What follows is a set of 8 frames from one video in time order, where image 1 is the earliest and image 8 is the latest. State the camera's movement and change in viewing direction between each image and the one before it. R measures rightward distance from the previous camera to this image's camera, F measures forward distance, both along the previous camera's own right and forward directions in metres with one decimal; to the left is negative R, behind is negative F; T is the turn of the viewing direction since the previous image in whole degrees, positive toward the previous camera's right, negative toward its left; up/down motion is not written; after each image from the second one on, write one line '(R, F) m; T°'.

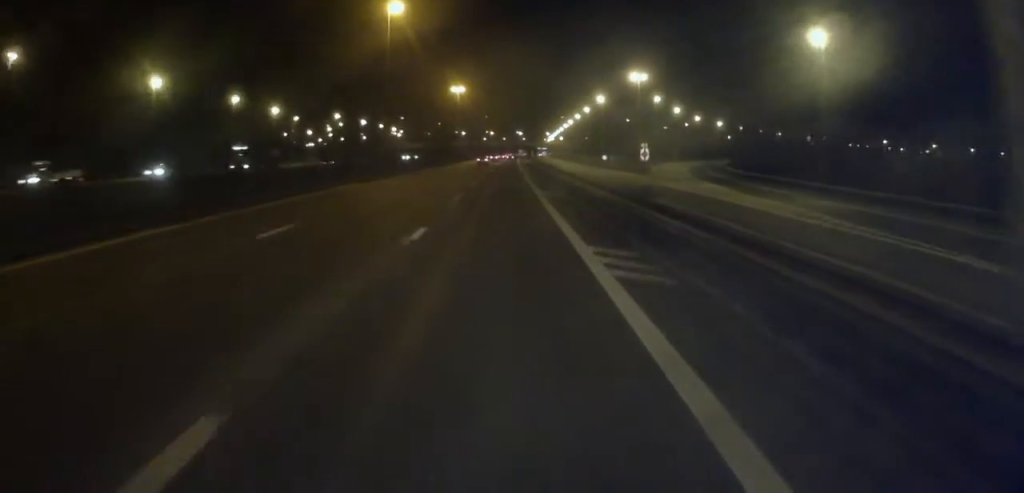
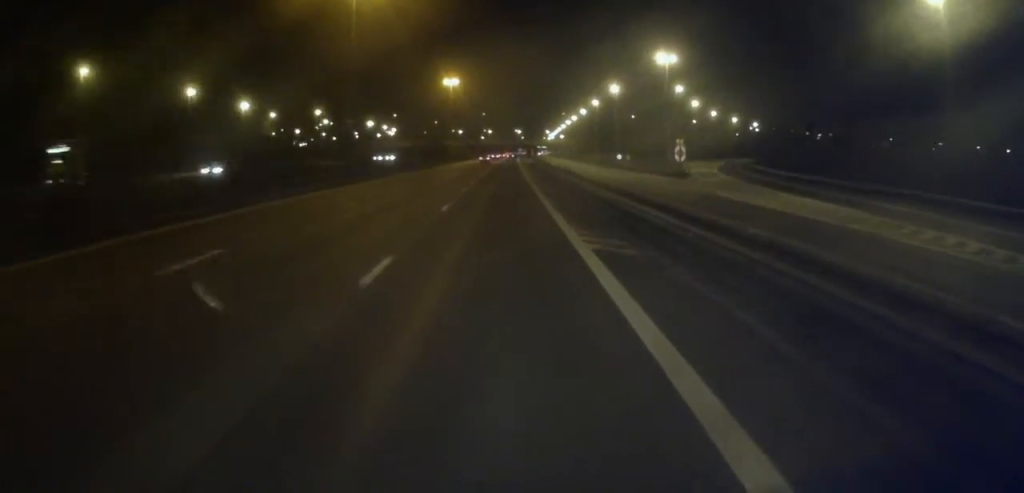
(-0.3, +17.2) m; 0°
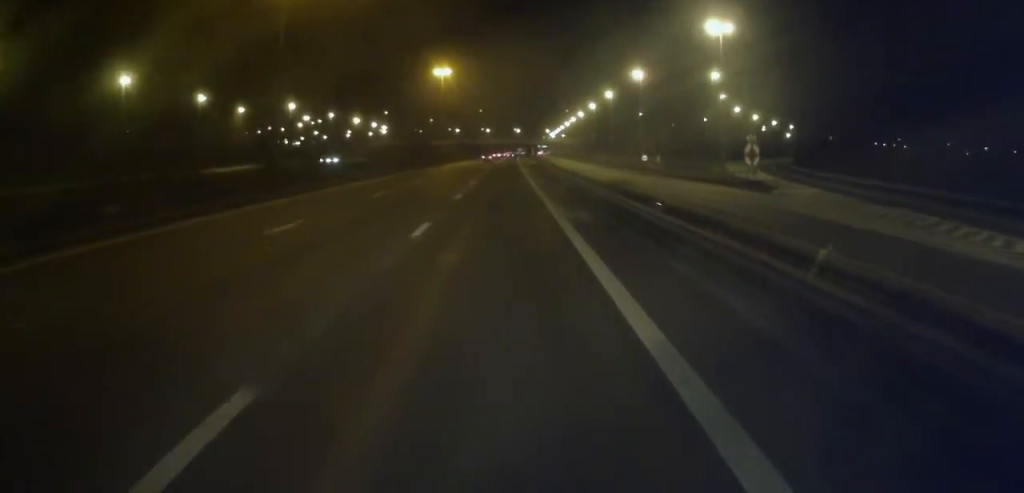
(+0.4, +19.4) m; +1°
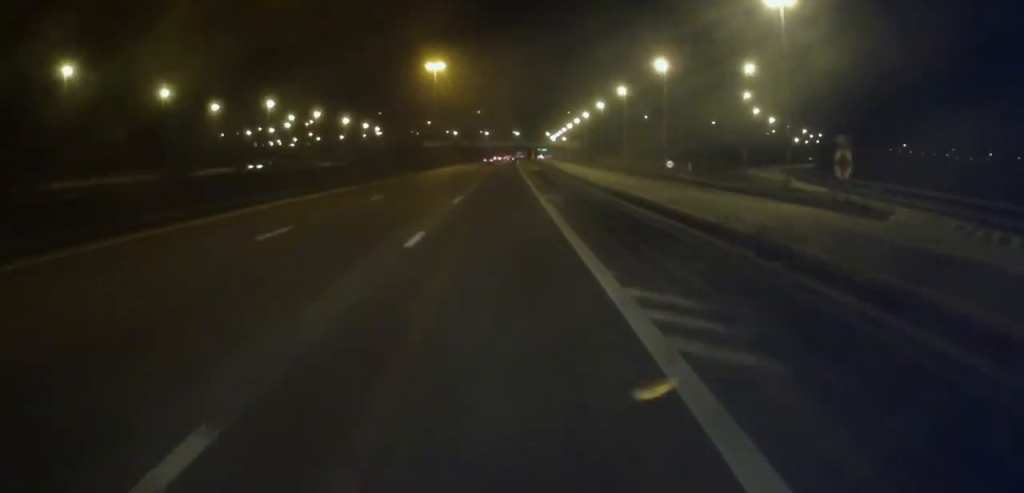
(0.0, +13.2) m; -1°
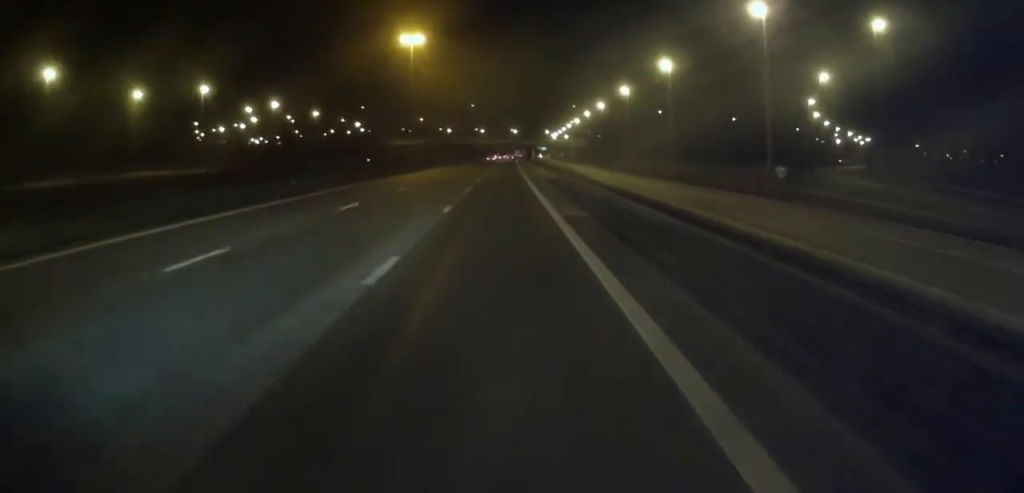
(-0.4, +29.6) m; 0°
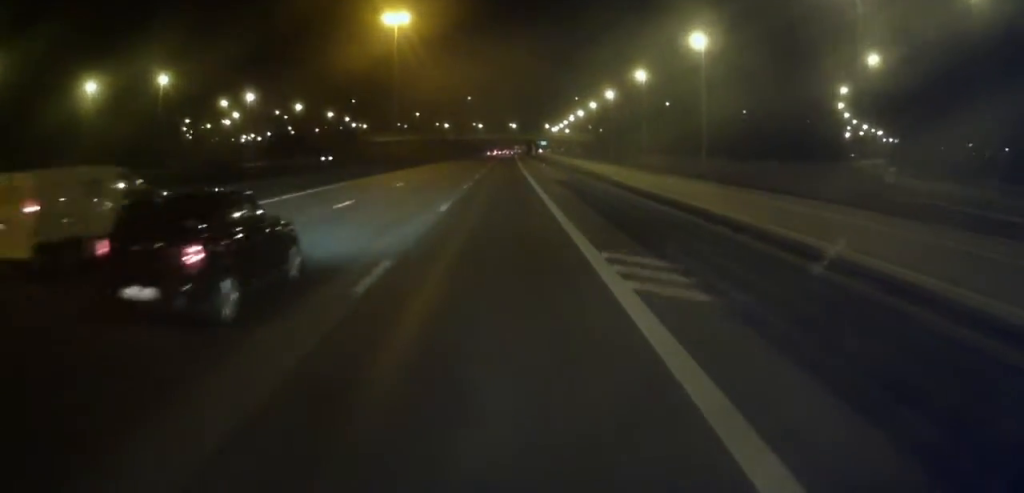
(+0.1, +13.2) m; 0°
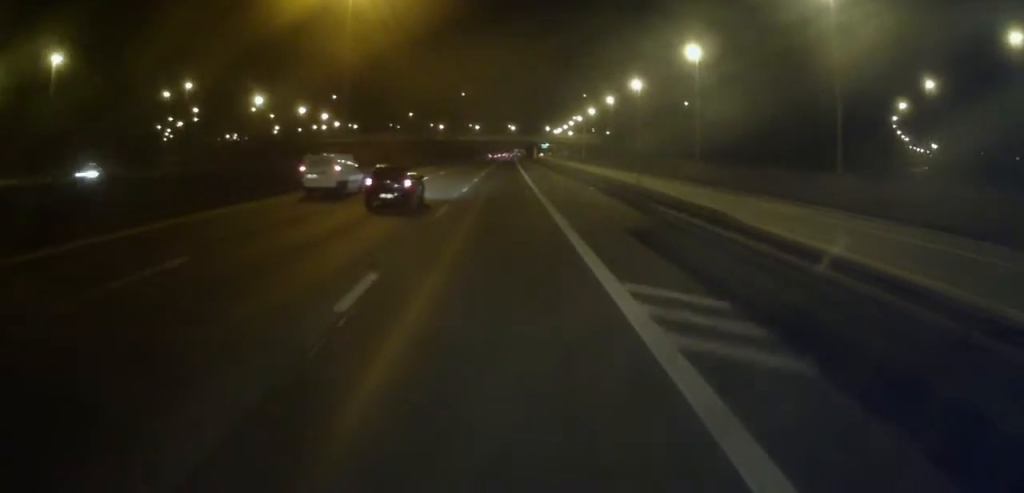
(+0.4, +25.6) m; +1°
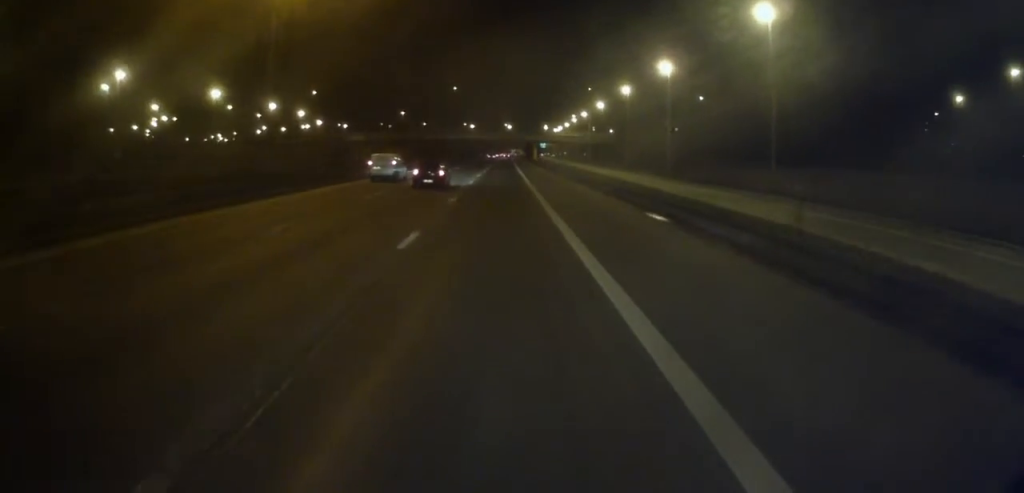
(0.0, +19.4) m; 0°
